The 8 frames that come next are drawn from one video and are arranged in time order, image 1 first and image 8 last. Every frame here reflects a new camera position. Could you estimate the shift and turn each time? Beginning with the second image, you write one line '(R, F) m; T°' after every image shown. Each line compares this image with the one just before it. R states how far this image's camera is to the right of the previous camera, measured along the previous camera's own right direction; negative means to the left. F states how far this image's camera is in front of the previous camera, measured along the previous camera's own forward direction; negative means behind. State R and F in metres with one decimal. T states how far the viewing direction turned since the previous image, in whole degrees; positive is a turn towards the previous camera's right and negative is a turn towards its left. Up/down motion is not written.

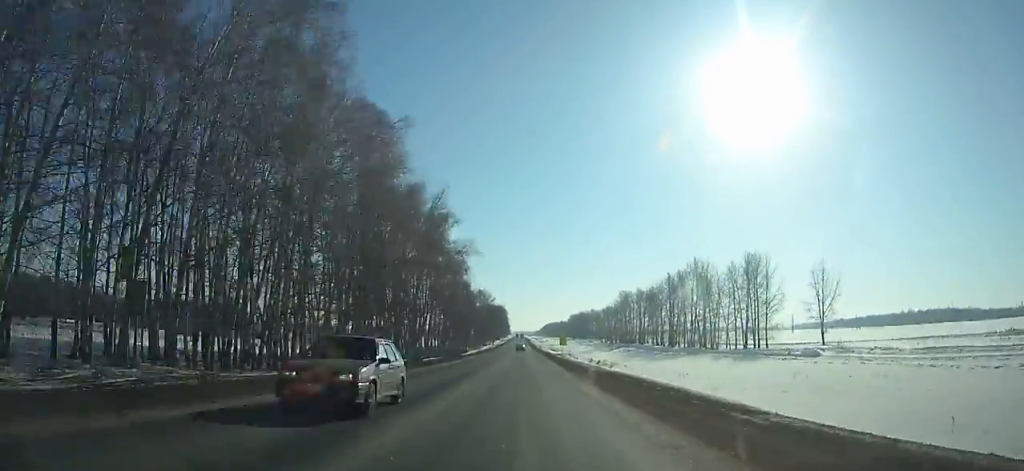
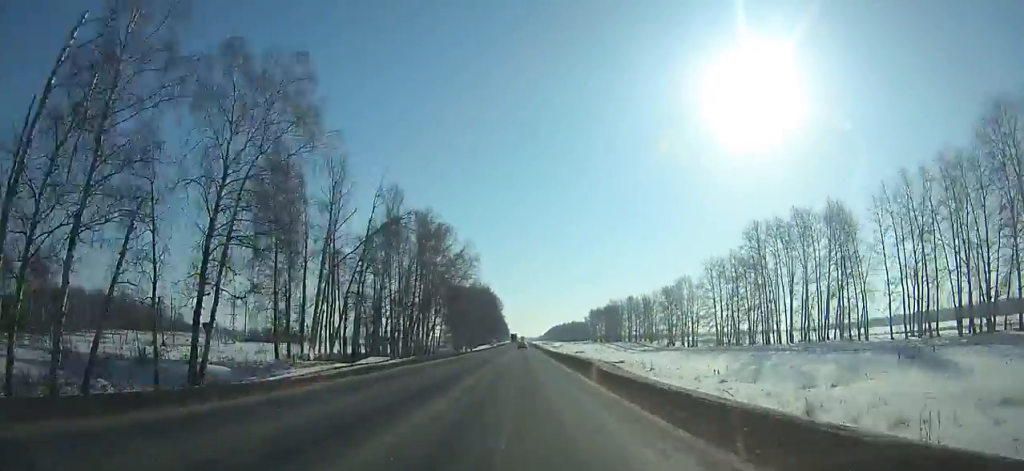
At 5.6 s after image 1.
(0.0, +146.2) m; 0°
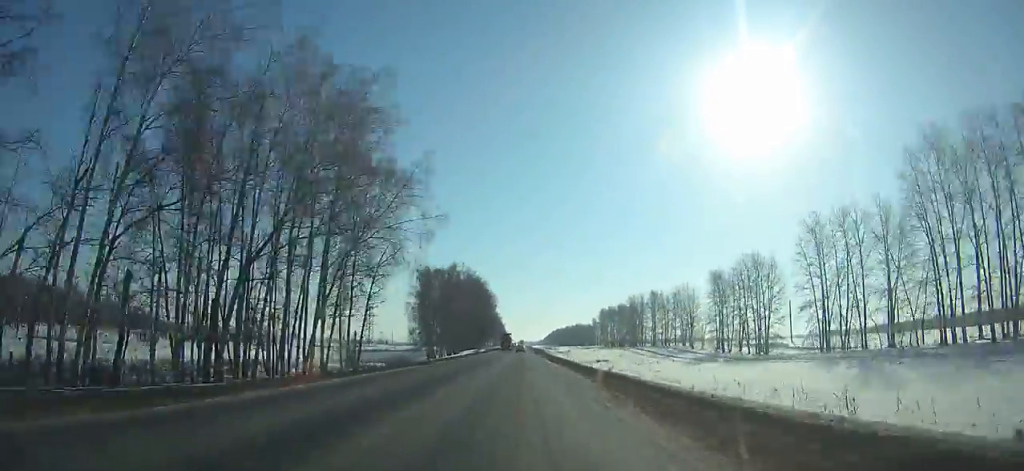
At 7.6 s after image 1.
(-0.1, +52.3) m; 0°
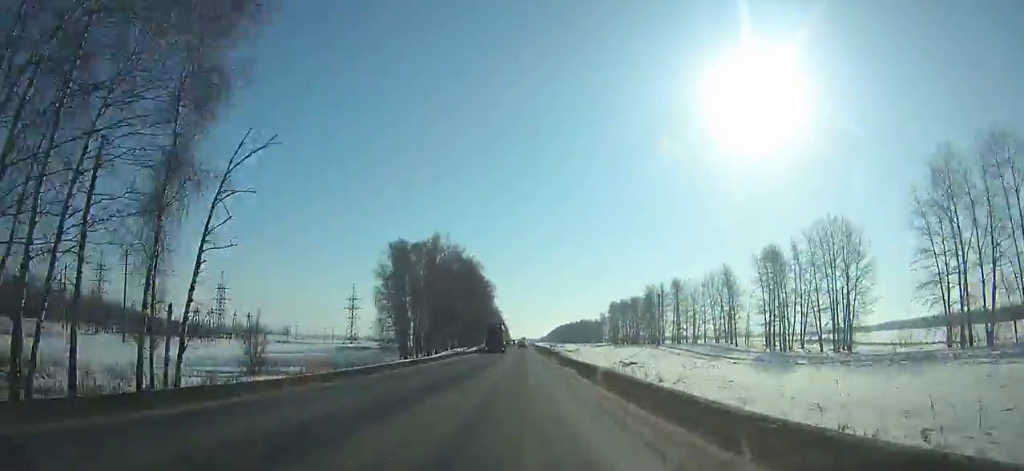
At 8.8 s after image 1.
(-0.1, +31.4) m; 0°
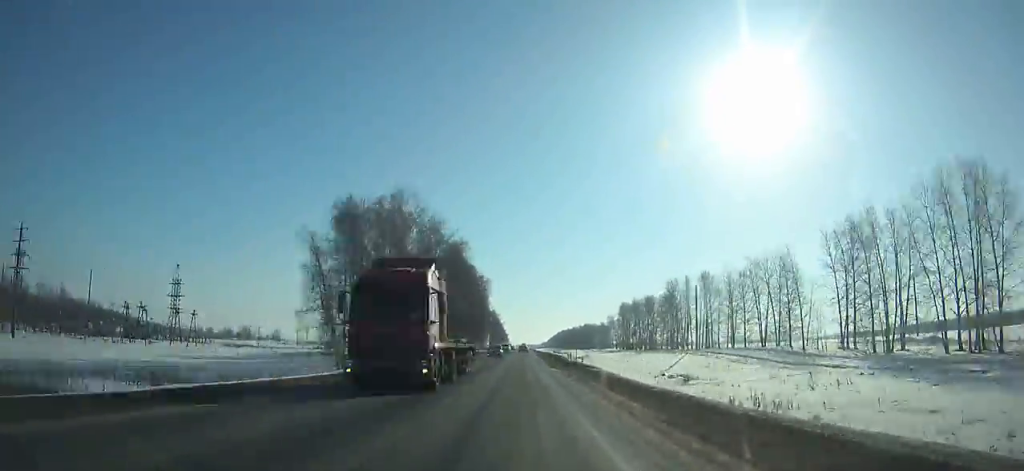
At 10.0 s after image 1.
(0.0, +31.4) m; 0°
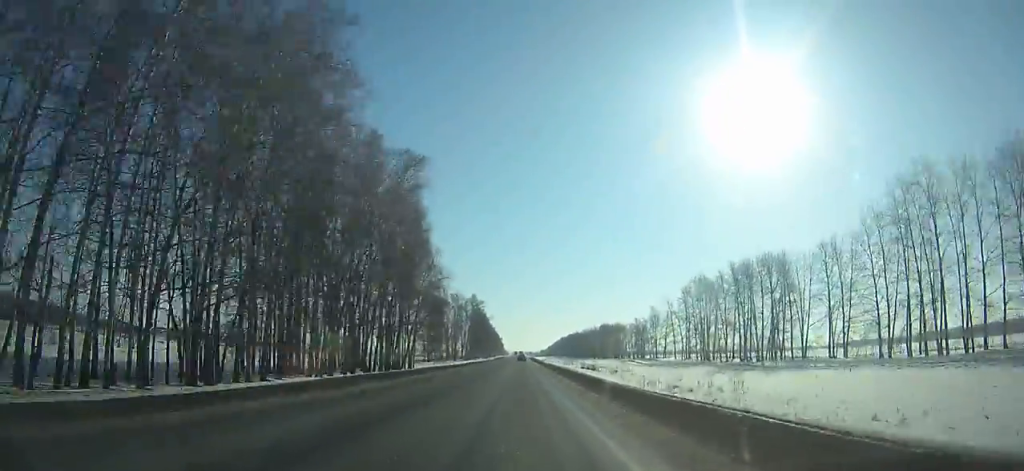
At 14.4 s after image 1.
(+0.4, +115.9) m; 0°
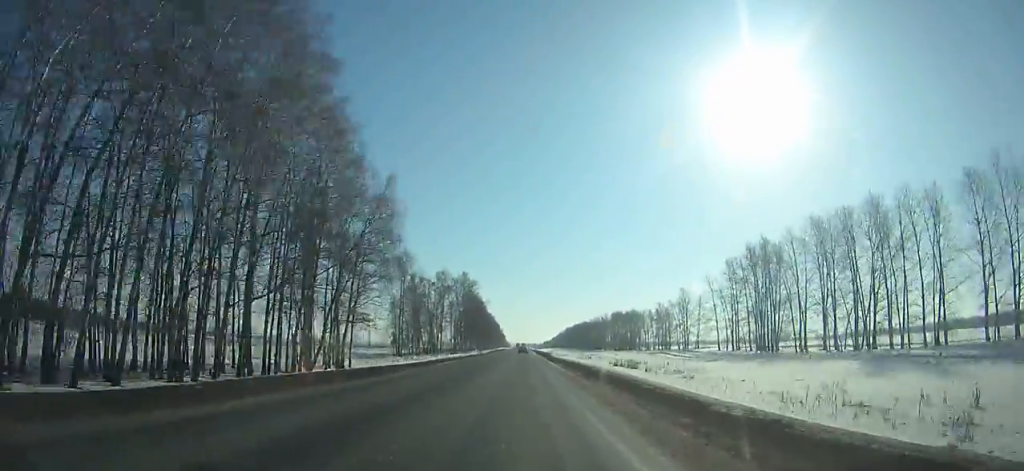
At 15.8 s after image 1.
(0.0, +37.1) m; 0°
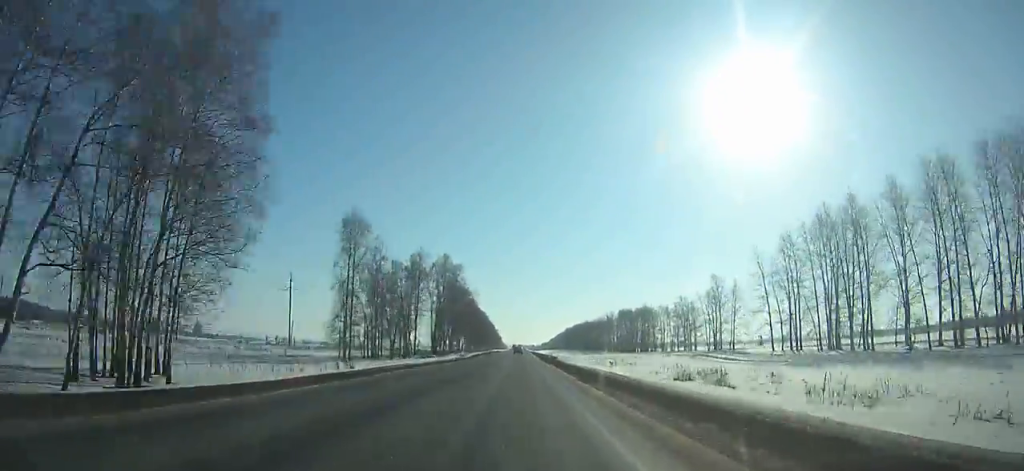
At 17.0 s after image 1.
(-0.1, +31.9) m; 0°
